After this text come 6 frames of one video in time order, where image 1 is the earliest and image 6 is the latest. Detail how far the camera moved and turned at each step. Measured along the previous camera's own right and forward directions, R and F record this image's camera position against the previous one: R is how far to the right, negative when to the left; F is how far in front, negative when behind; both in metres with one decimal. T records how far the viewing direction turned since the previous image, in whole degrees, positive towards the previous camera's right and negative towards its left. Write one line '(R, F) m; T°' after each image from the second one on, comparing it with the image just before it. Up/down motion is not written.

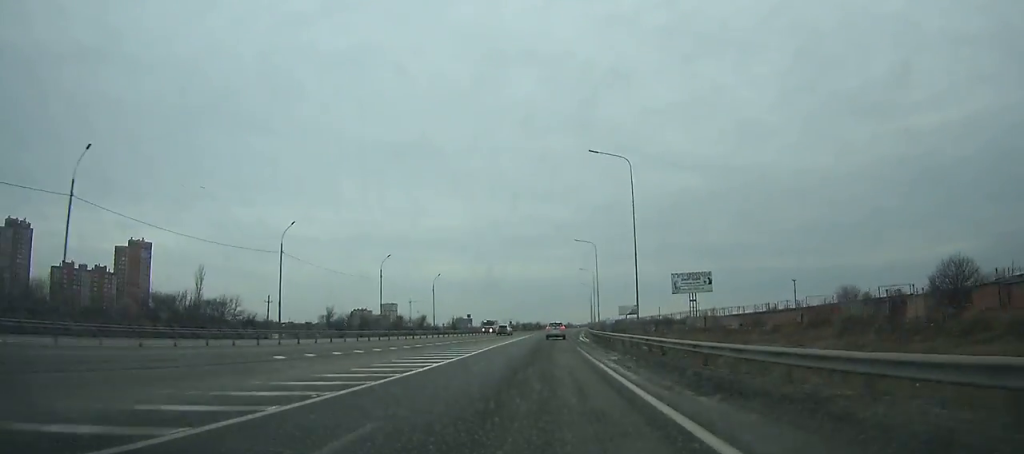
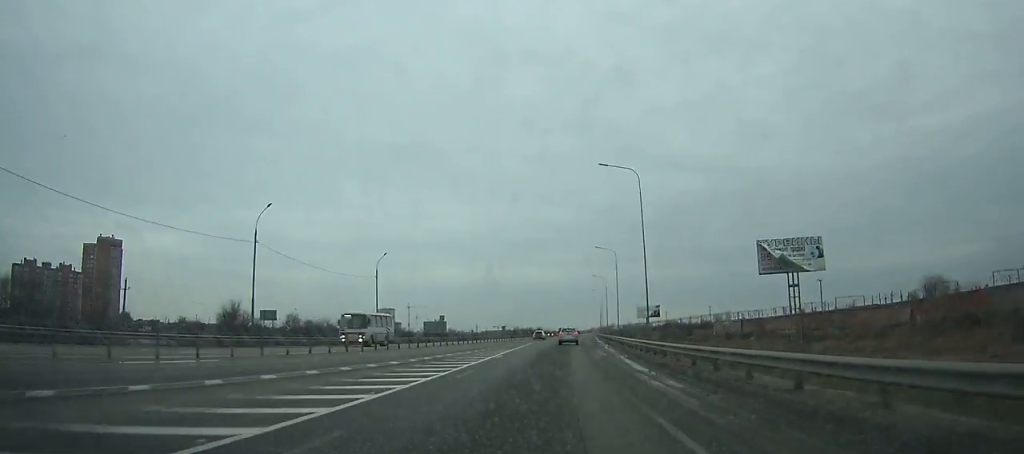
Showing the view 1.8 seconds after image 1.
(+0.1, +37.4) m; +1°
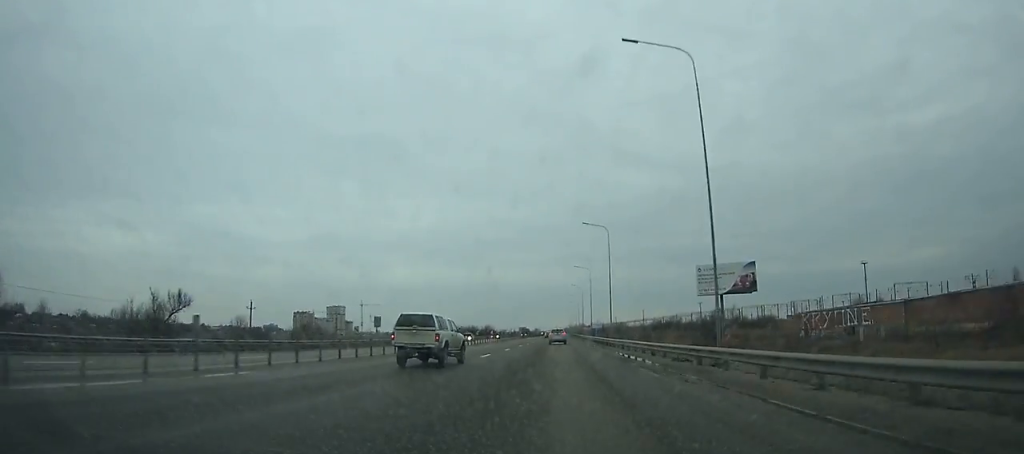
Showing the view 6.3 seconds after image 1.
(+1.7, +94.7) m; +2°
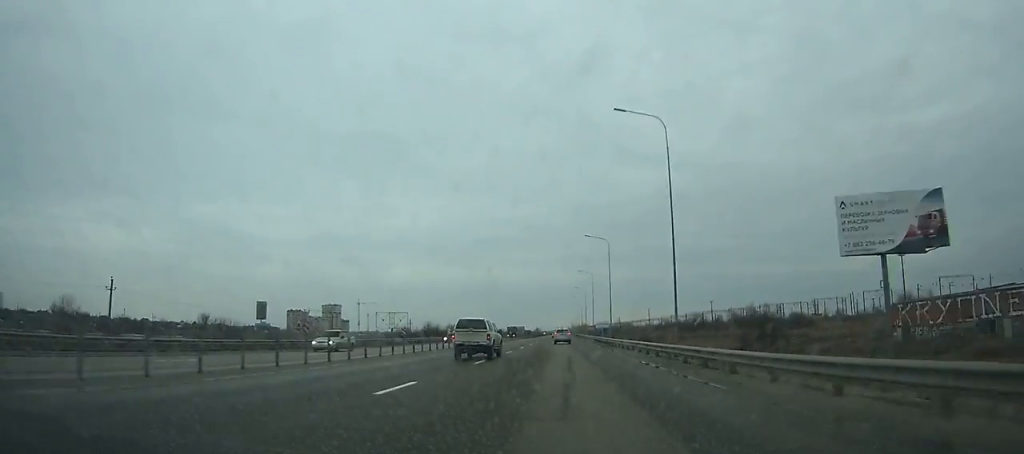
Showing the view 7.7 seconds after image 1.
(+0.1, +30.1) m; 0°
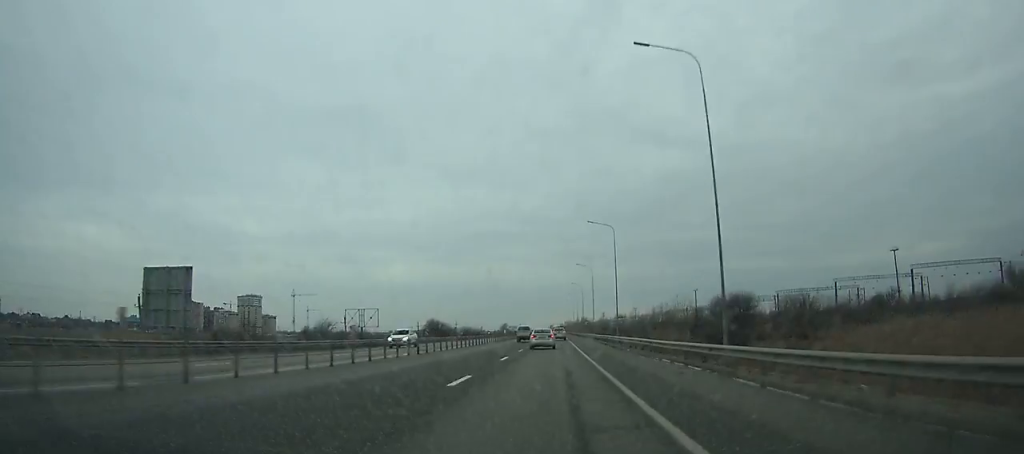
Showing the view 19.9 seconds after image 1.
(+4.4, +275.2) m; +1°
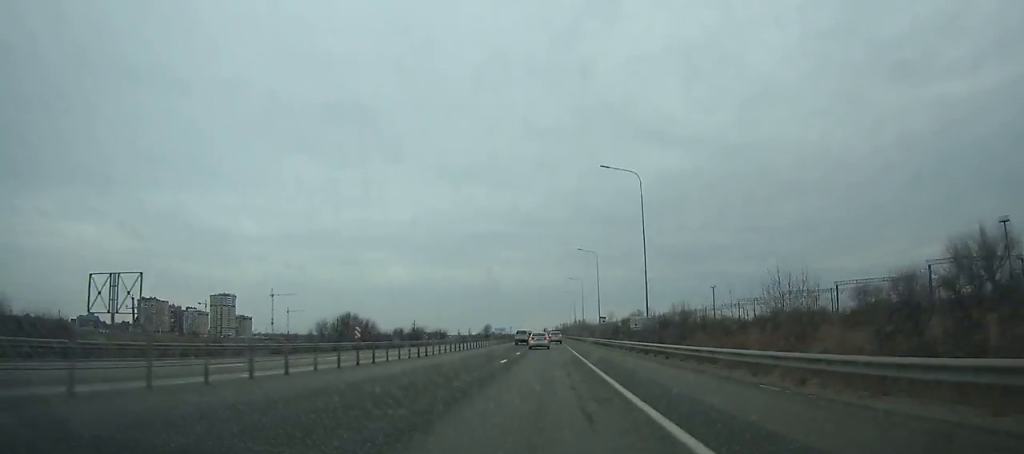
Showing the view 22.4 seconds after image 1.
(0.0, +58.4) m; 0°
